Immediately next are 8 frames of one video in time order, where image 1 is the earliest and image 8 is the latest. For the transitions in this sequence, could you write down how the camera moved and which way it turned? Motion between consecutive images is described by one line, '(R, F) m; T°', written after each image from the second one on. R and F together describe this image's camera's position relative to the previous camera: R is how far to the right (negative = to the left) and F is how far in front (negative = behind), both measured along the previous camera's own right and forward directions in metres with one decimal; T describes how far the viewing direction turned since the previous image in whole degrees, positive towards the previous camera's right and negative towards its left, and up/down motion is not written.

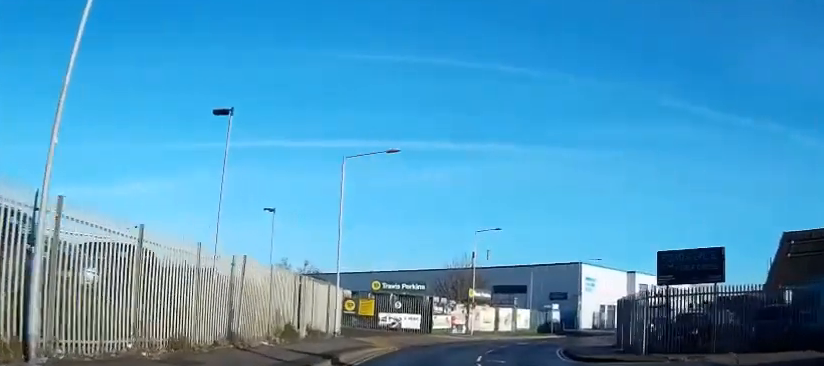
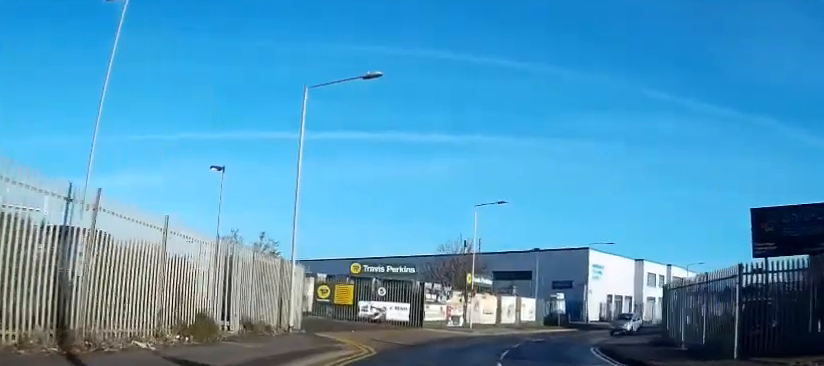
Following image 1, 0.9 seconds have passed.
(+0.1, +8.0) m; +3°
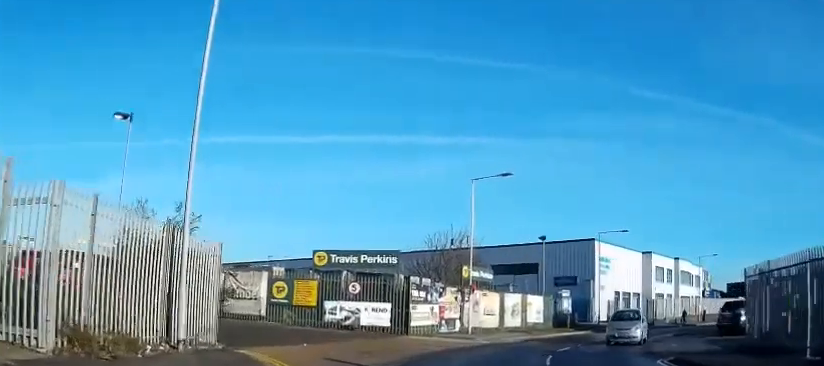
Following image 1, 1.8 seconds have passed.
(+0.2, +8.3) m; +7°
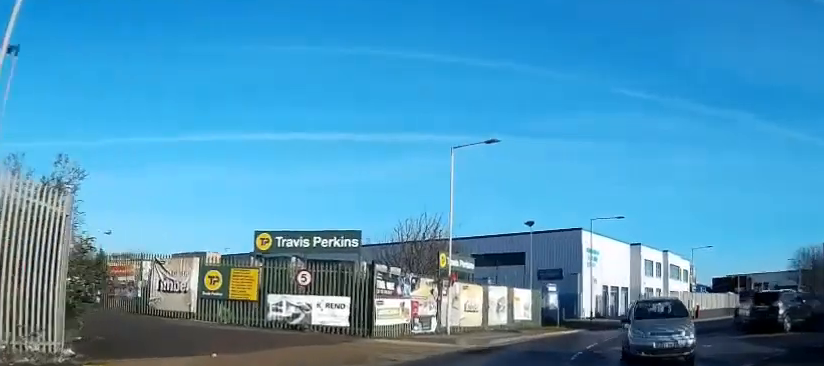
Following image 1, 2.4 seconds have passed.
(+0.6, +5.8) m; +5°
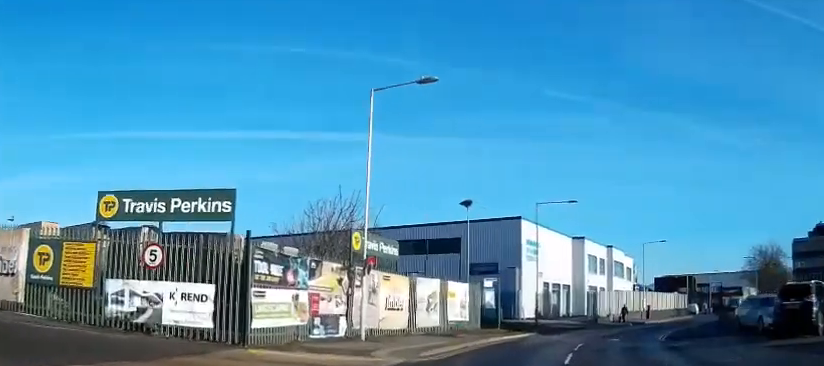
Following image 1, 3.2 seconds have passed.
(+0.2, +6.5) m; +2°
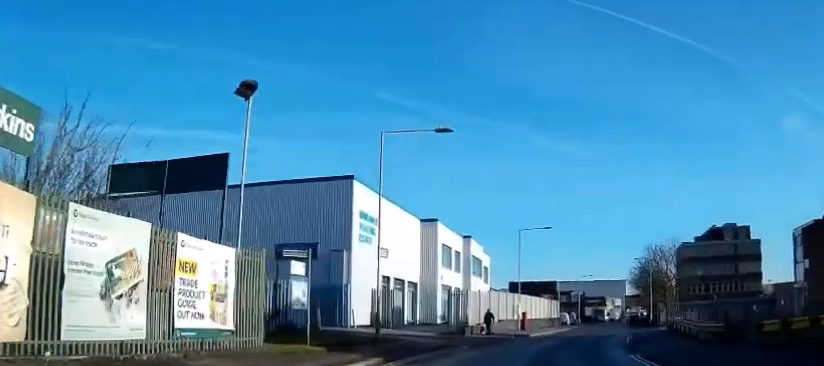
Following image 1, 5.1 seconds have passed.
(0.0, +16.2) m; 0°
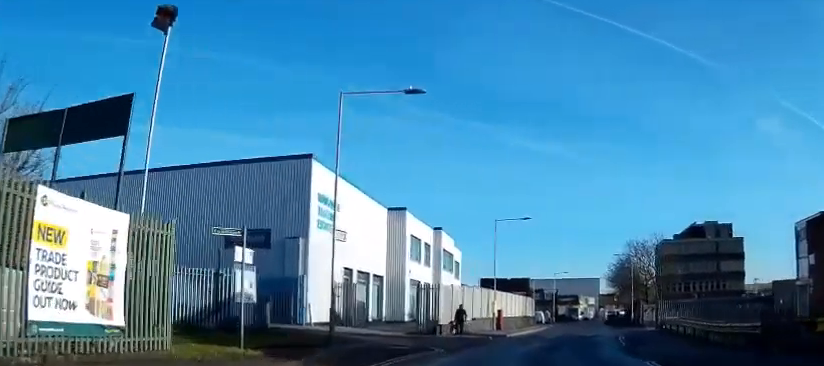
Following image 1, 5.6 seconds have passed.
(0.0, +3.9) m; 0°
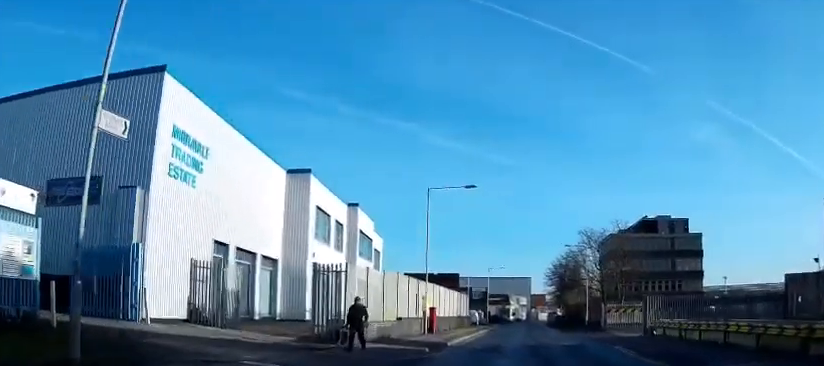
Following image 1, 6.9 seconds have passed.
(+0.7, +10.8) m; +13°
